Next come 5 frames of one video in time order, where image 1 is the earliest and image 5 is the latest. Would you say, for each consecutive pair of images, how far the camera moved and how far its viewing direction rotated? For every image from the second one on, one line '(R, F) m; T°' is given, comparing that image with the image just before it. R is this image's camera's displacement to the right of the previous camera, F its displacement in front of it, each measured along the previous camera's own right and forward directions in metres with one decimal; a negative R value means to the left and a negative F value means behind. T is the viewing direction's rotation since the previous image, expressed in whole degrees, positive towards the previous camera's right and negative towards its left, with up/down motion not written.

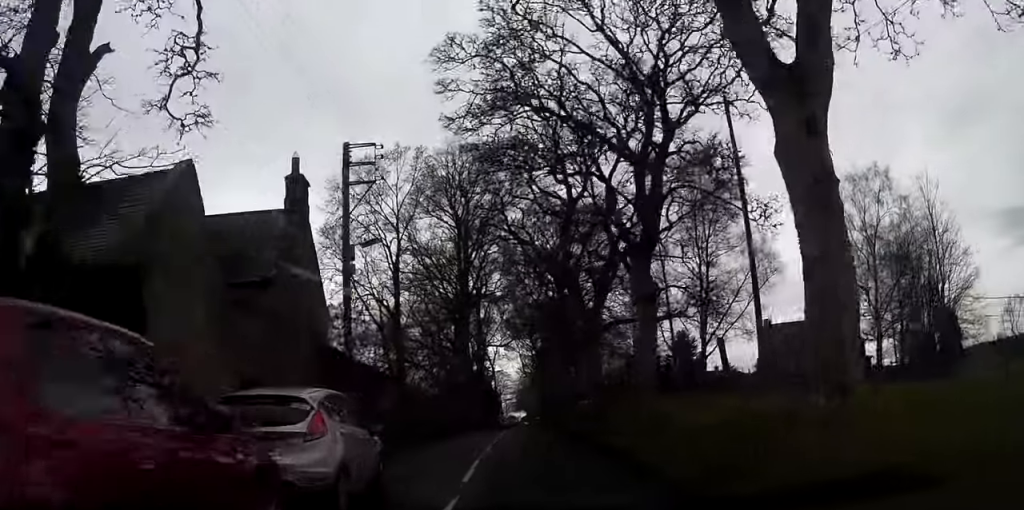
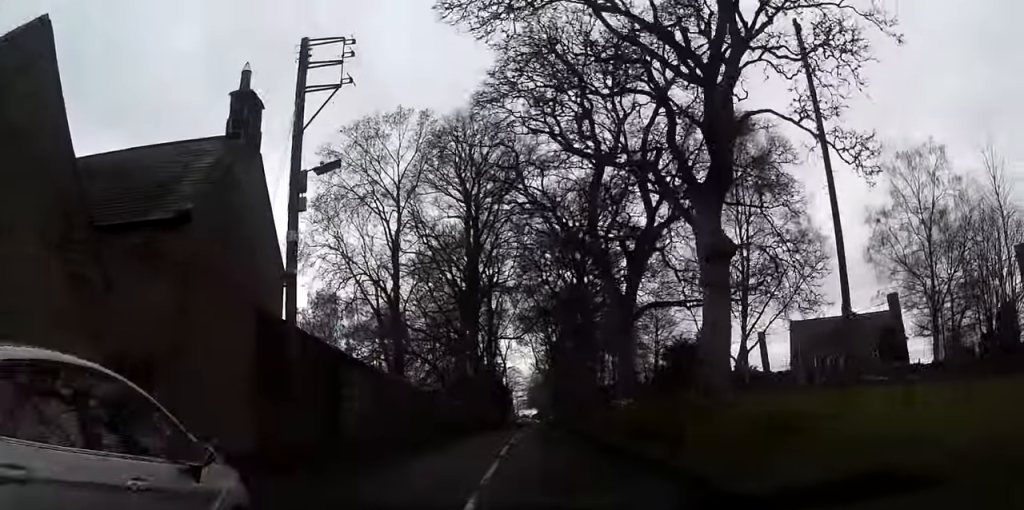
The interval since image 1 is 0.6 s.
(-0.2, +6.1) m; -2°
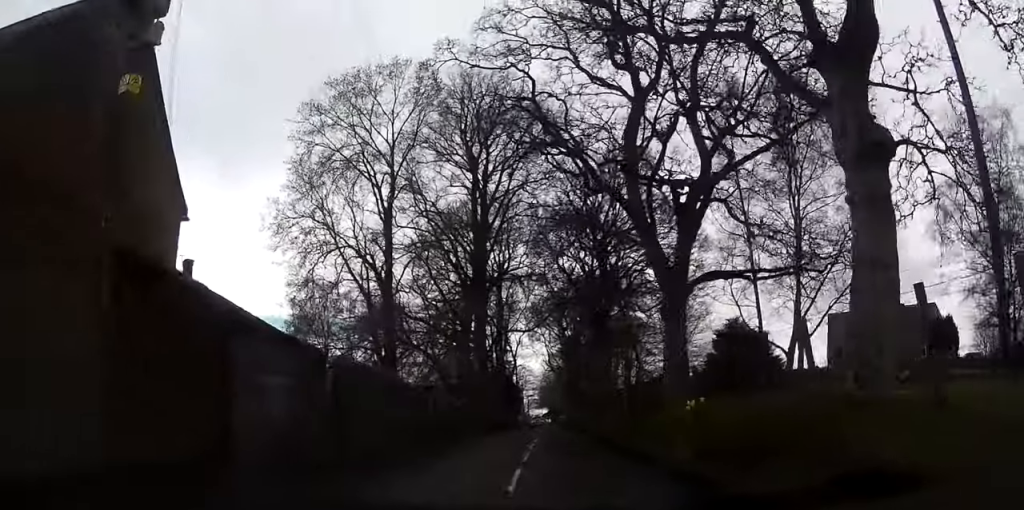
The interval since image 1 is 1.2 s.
(-0.1, +6.7) m; -1°
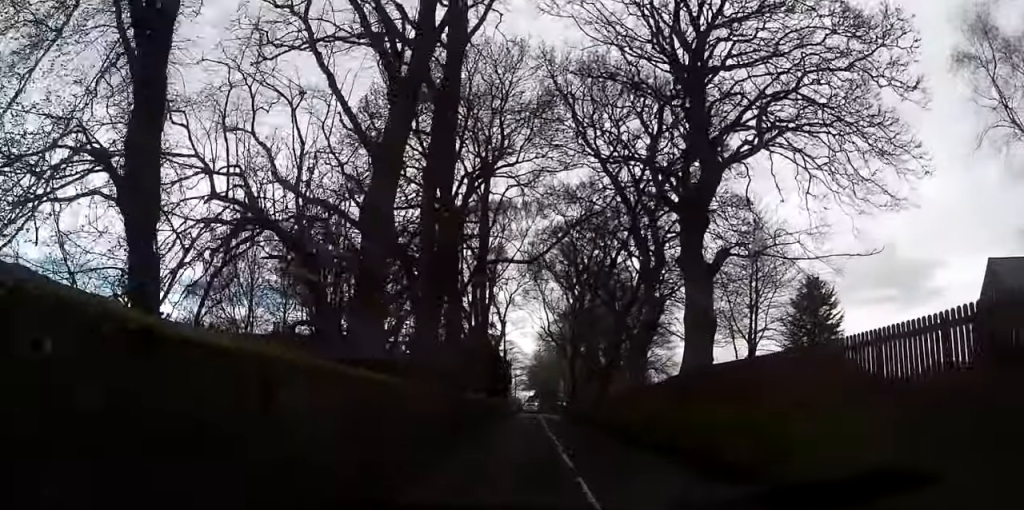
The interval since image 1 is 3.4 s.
(+0.4, +24.8) m; +2°
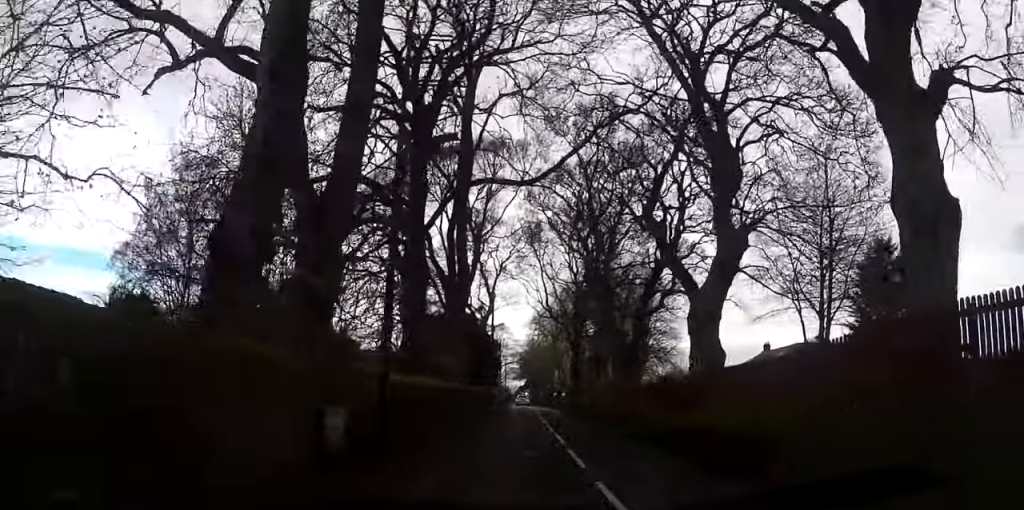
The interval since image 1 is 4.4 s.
(+0.1, +13.2) m; +2°
